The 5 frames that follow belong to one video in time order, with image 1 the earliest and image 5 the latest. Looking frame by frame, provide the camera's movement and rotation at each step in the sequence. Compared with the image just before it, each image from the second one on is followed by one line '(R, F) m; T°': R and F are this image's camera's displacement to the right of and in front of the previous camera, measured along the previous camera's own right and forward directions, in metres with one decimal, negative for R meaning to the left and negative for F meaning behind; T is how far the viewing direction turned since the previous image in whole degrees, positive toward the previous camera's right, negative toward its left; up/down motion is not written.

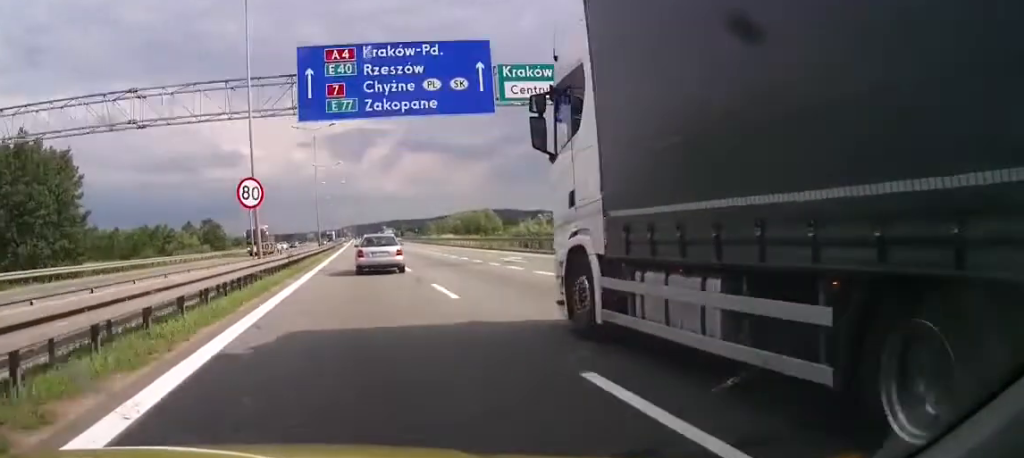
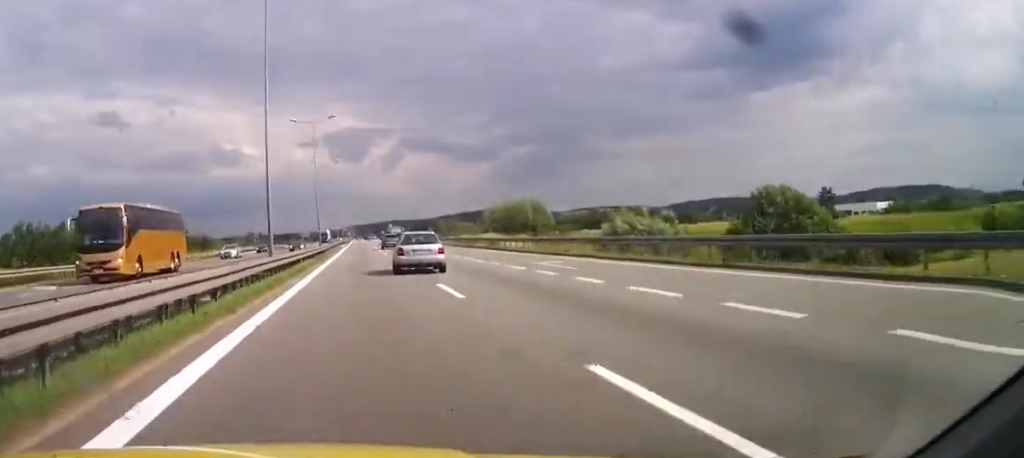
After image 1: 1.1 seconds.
(0.0, +35.7) m; 0°
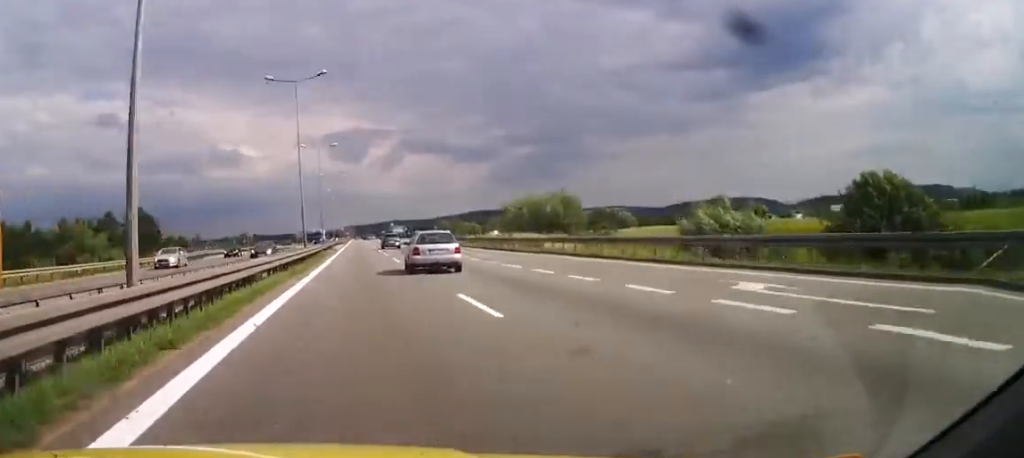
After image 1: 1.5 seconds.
(0.0, +15.5) m; 0°
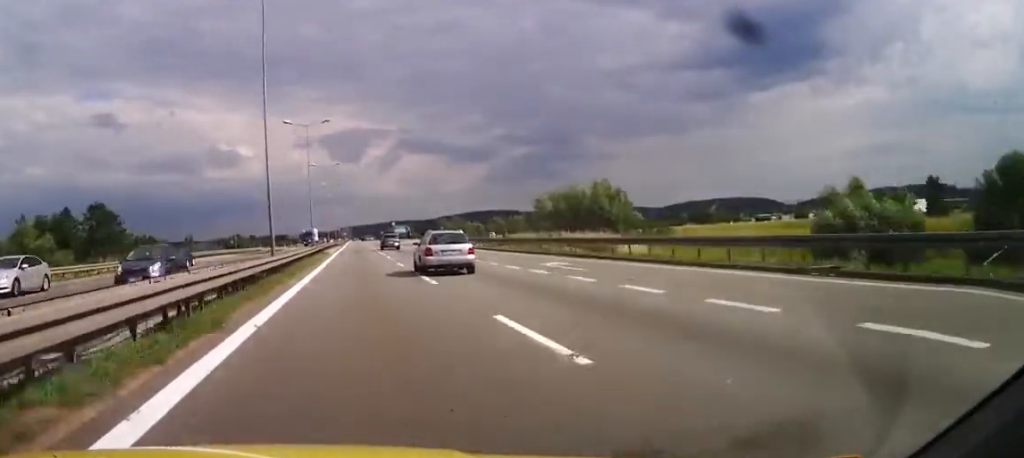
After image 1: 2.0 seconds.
(+0.1, +15.4) m; 0°
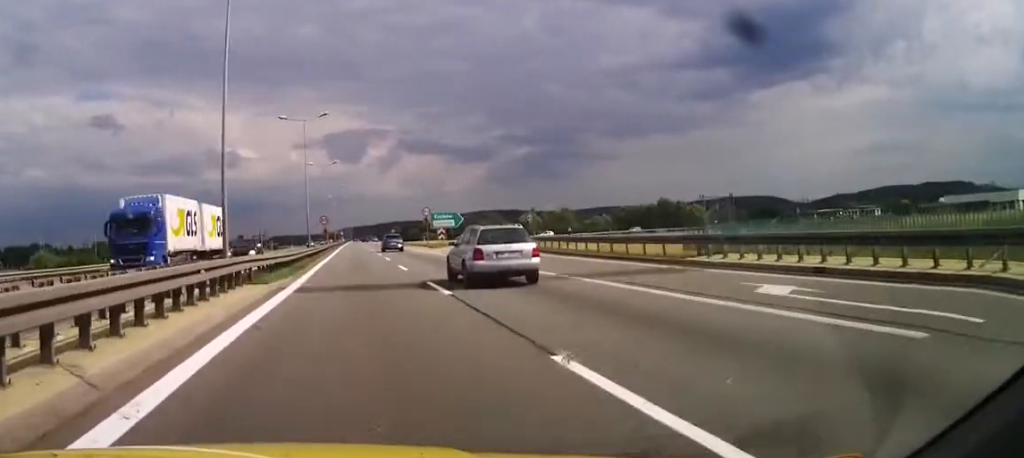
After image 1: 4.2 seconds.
(+0.1, +72.9) m; 0°
